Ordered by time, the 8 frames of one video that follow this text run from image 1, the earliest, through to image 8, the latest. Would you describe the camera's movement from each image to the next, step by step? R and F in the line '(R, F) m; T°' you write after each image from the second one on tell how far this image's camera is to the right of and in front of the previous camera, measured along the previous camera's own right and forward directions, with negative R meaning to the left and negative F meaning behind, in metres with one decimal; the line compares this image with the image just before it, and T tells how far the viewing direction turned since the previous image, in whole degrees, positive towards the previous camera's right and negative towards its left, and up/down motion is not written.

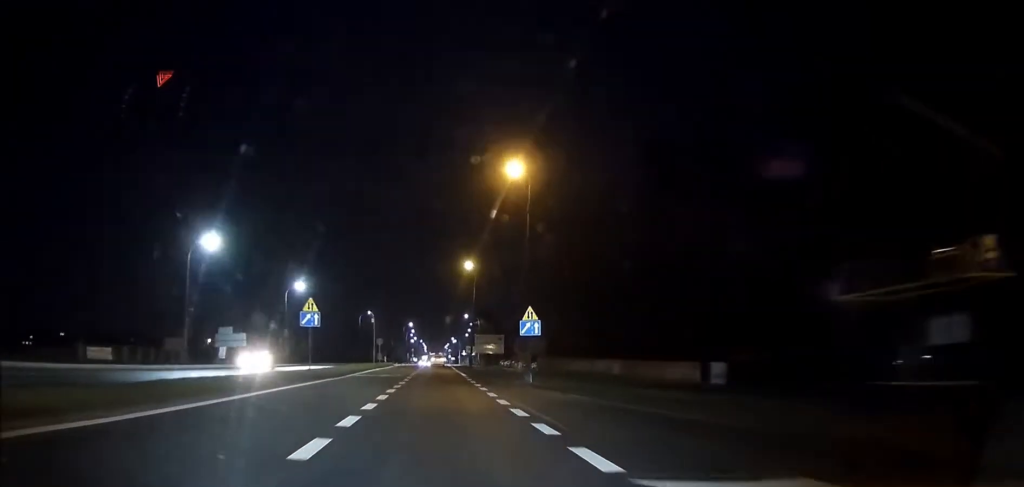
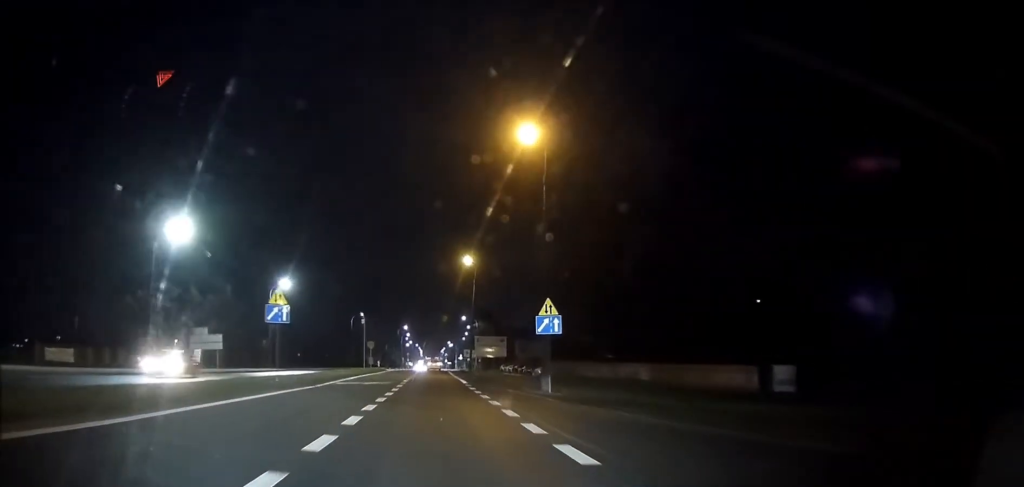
(0.0, +6.8) m; 0°
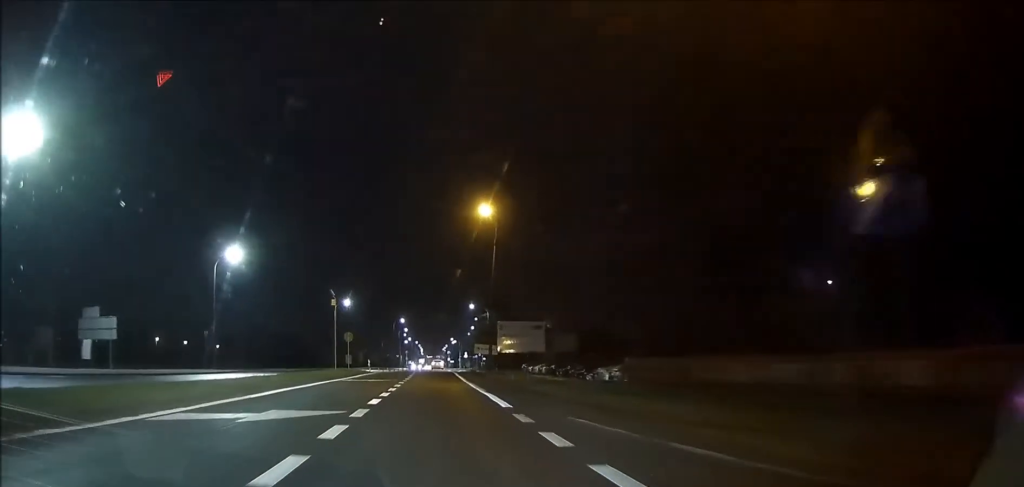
(+0.2, +22.6) m; +1°
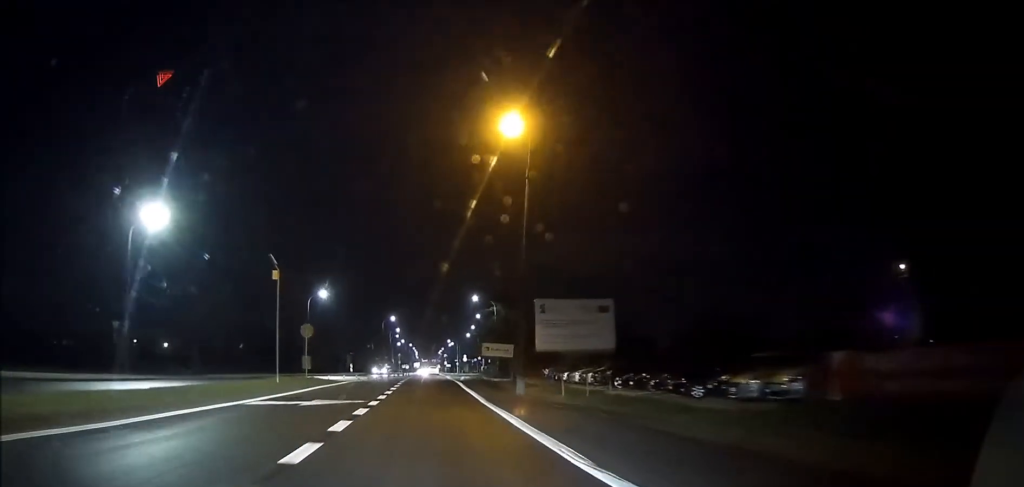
(0.0, +18.3) m; 0°
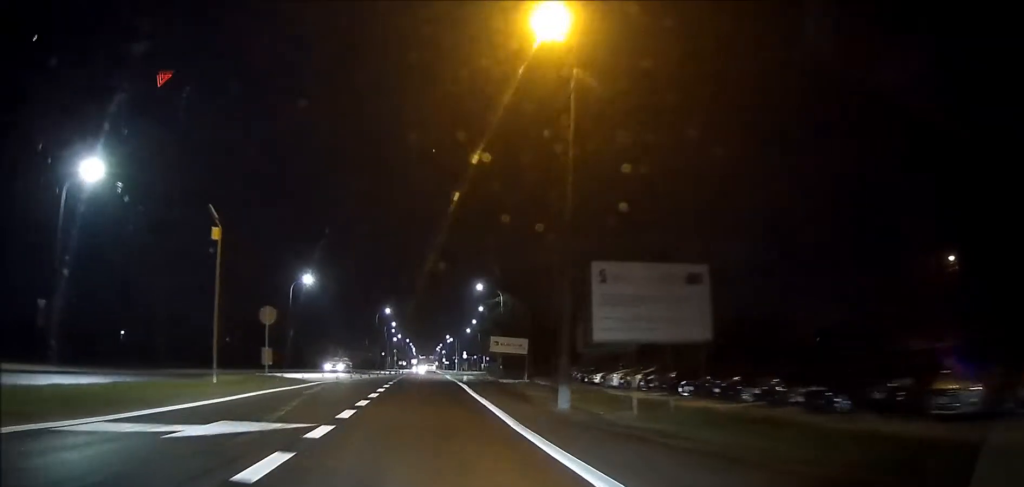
(0.0, +9.7) m; 0°
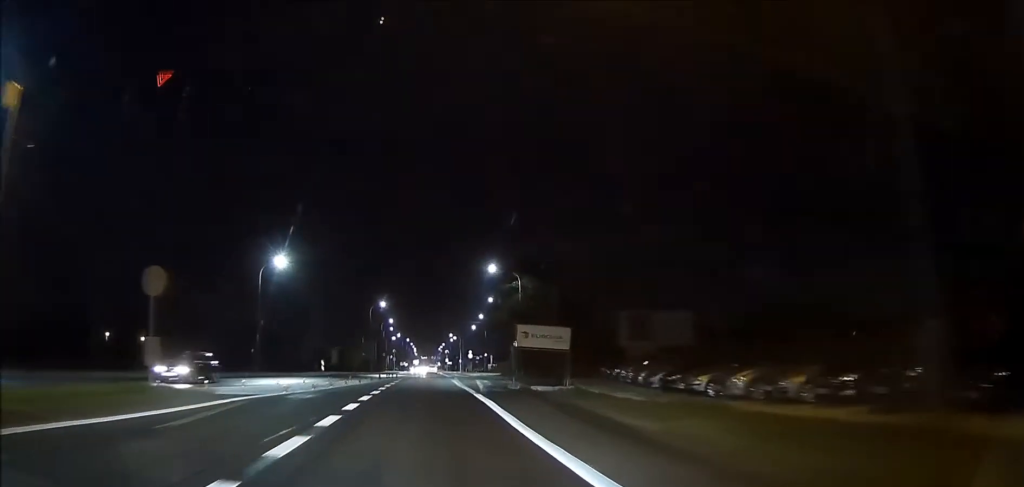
(0.0, +14.0) m; 0°
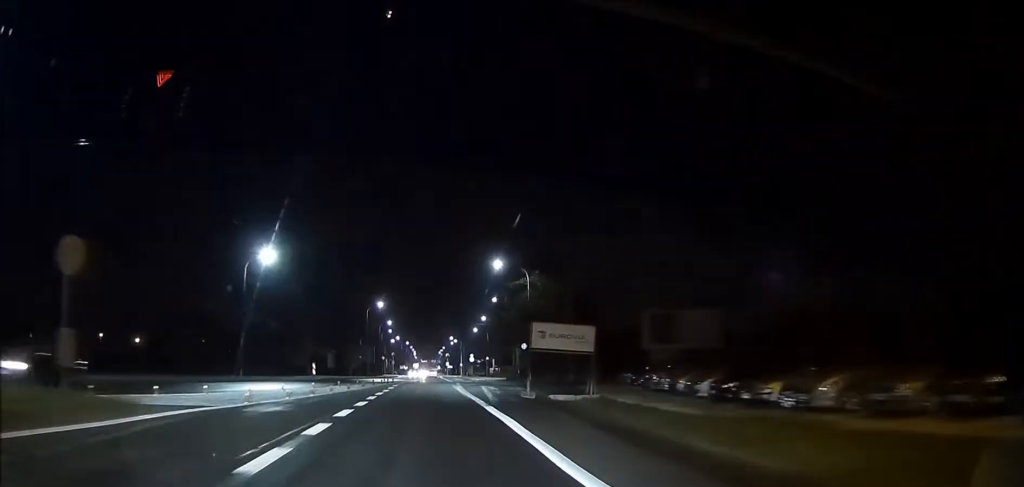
(0.0, +5.1) m; 0°
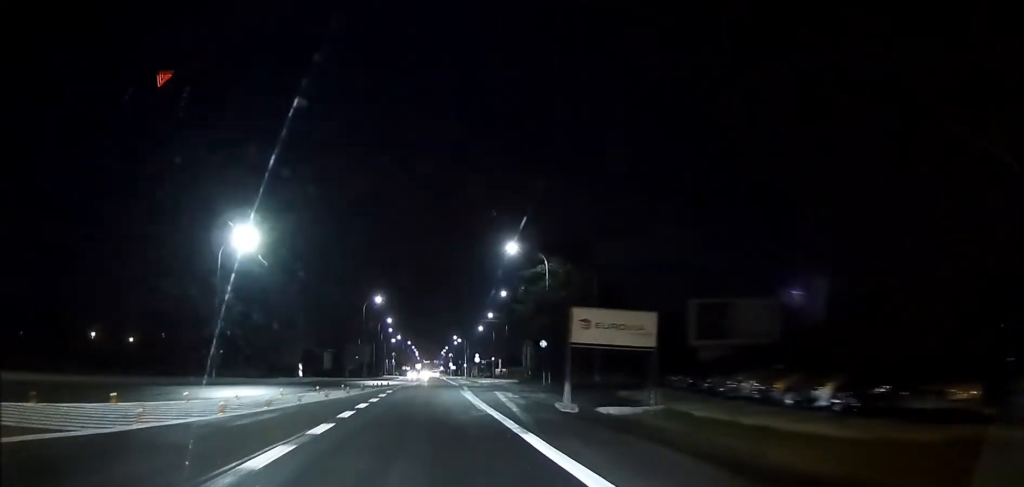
(0.0, +7.6) m; 0°
